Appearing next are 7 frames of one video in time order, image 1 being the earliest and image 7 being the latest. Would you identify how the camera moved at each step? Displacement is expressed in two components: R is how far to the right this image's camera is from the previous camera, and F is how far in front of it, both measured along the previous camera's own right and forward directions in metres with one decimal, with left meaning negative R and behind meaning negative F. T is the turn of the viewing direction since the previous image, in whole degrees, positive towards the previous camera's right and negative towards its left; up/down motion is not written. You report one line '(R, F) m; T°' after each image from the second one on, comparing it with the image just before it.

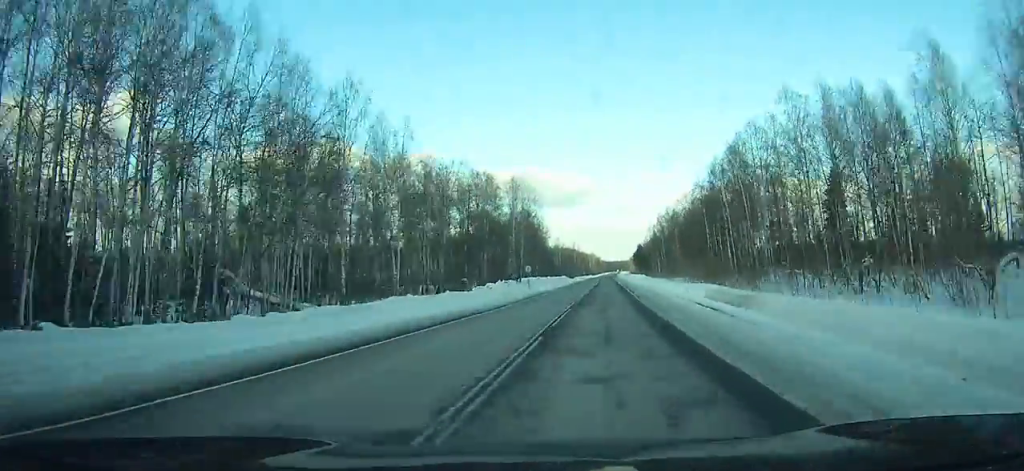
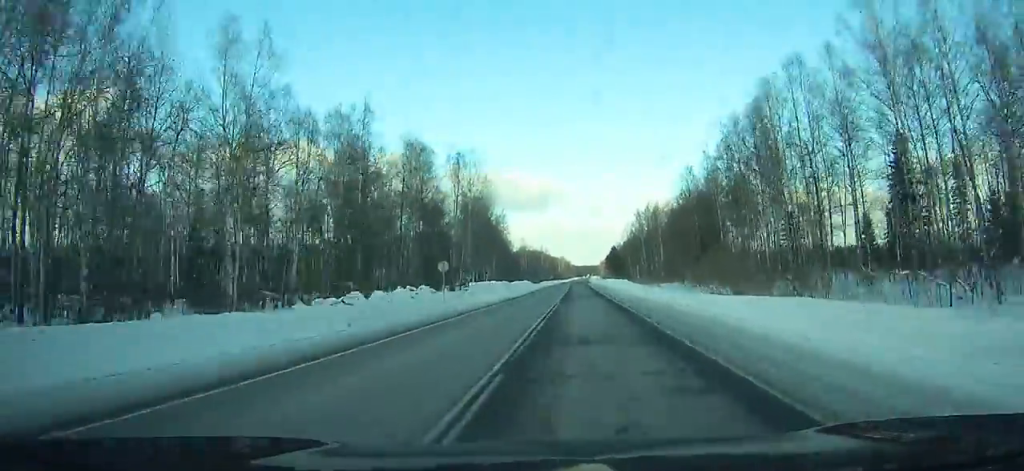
(+1.1, +28.9) m; +3°
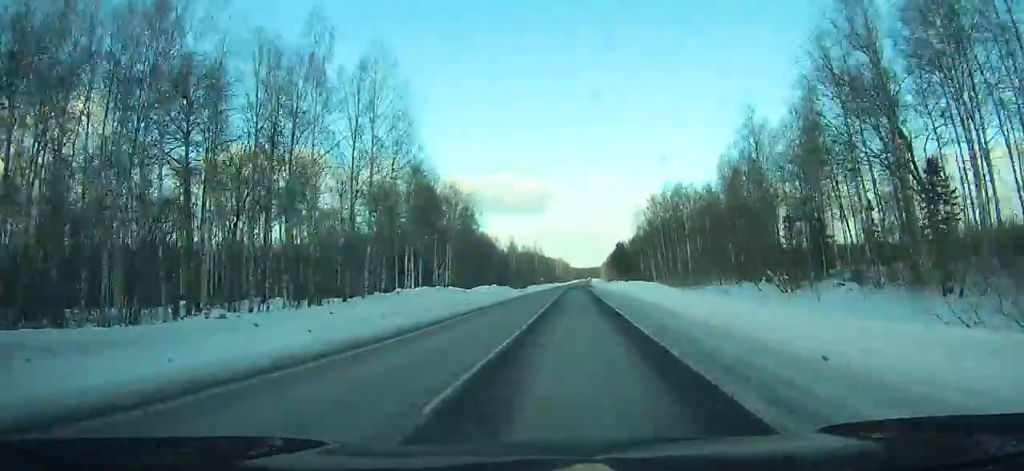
(+1.6, +45.0) m; +2°
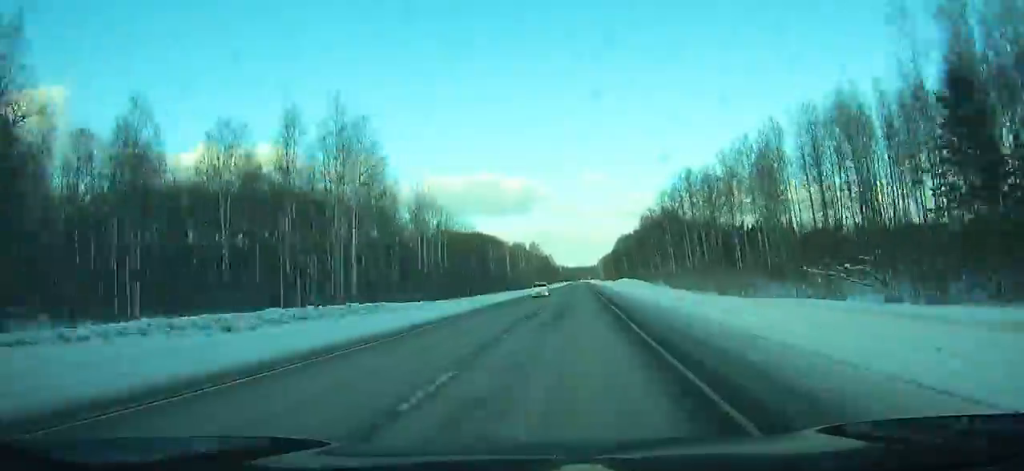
(+4.5, +232.7) m; +2°
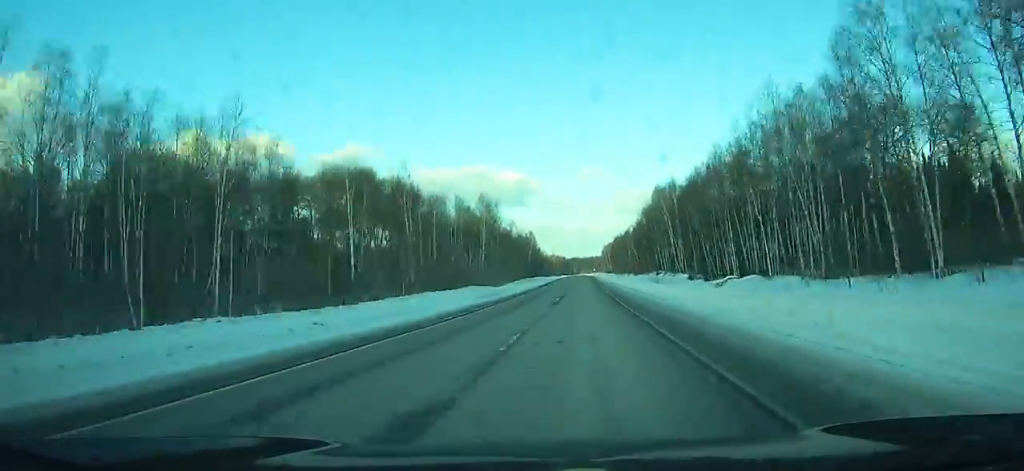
(-0.8, +153.2) m; 0°
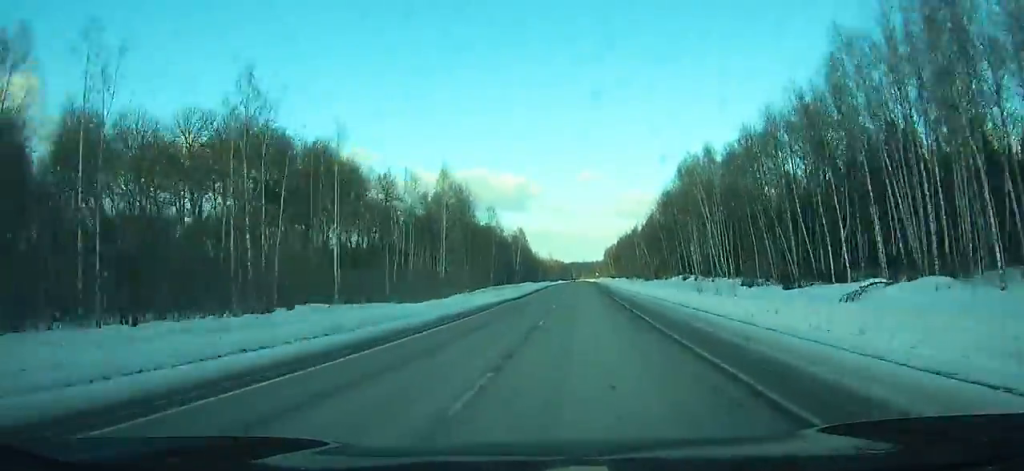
(+0.1, +41.1) m; 0°
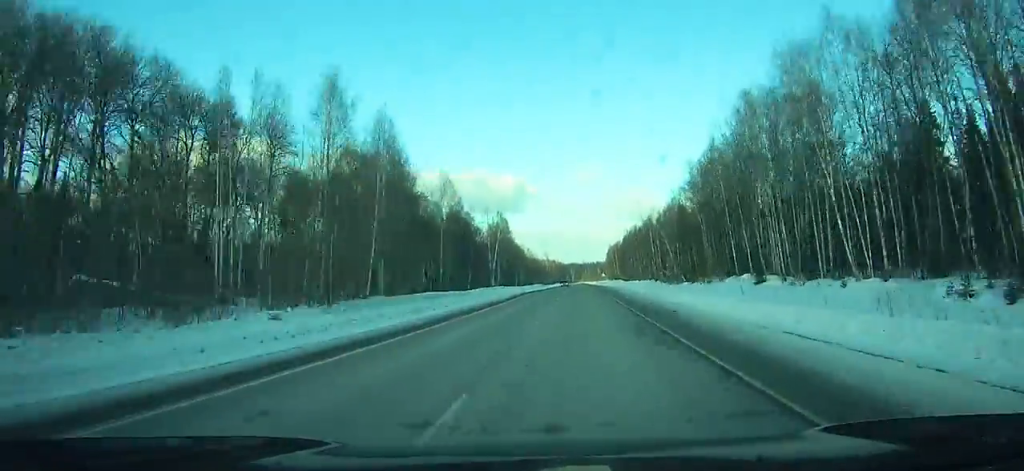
(-0.1, +51.4) m; 0°
